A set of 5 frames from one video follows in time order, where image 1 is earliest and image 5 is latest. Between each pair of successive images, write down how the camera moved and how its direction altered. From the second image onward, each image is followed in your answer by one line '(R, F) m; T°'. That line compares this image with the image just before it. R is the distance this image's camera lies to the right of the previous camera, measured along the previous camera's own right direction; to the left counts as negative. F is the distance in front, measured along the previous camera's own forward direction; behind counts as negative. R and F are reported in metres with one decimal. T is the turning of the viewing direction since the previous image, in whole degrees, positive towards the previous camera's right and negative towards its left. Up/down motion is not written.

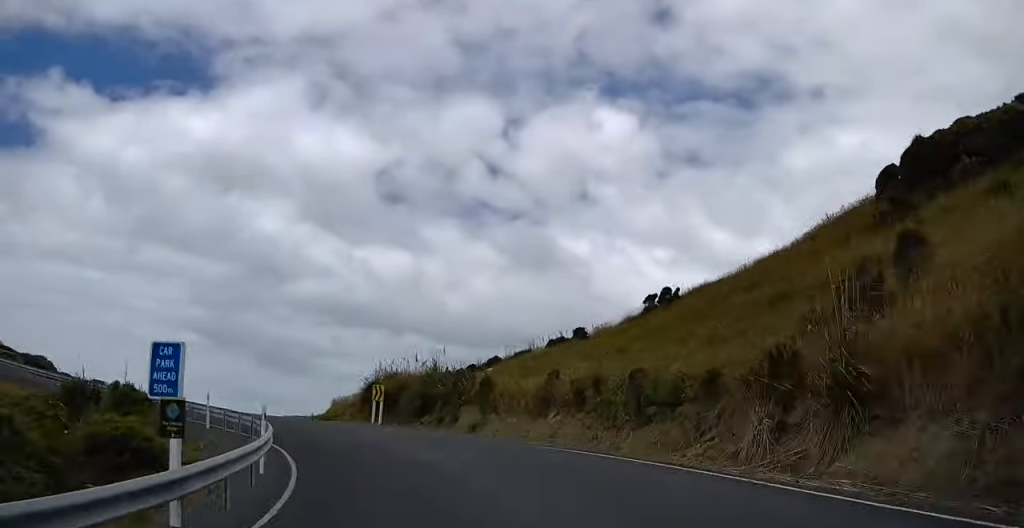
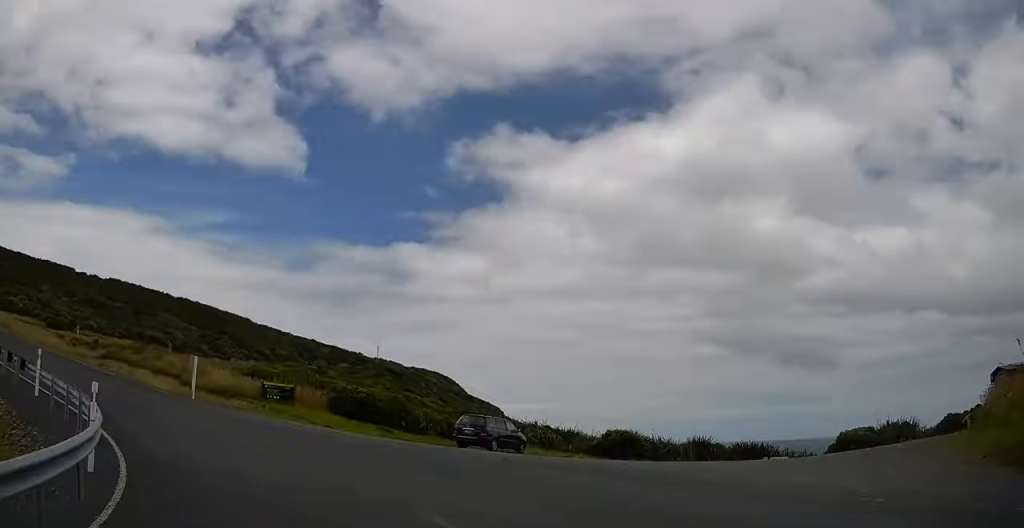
(-2.8, +23.4) m; -29°
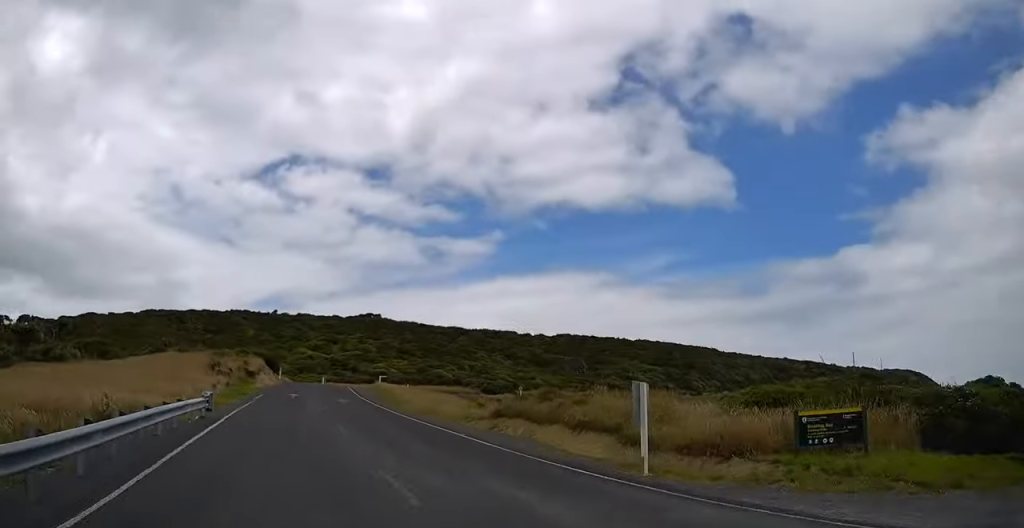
(-6.1, +16.2) m; -26°
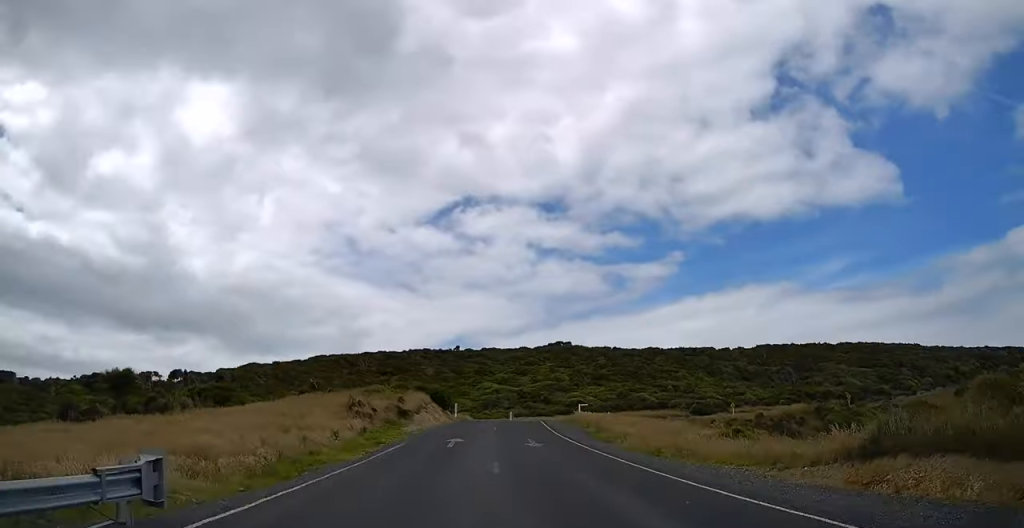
(-2.4, +14.1) m; -12°
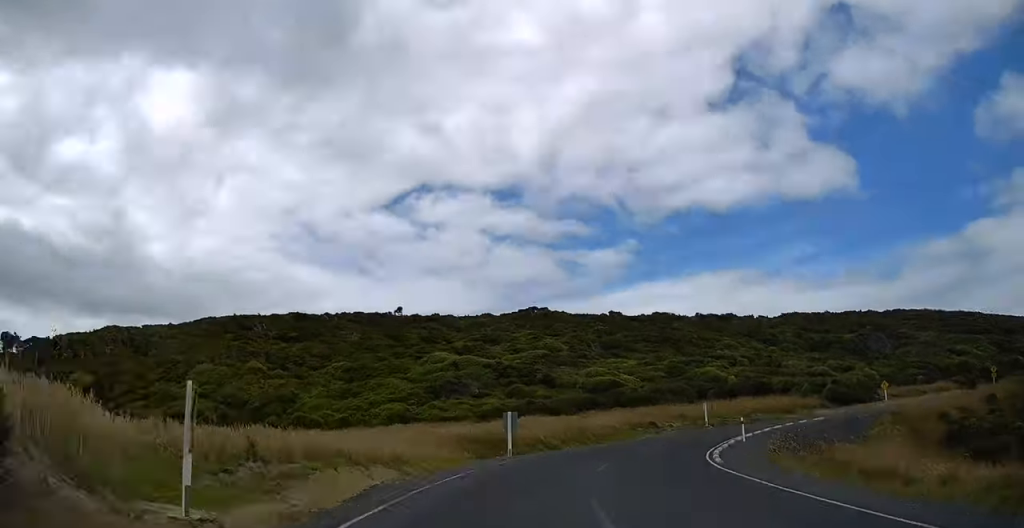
(-6.5, +55.1) m; +11°
